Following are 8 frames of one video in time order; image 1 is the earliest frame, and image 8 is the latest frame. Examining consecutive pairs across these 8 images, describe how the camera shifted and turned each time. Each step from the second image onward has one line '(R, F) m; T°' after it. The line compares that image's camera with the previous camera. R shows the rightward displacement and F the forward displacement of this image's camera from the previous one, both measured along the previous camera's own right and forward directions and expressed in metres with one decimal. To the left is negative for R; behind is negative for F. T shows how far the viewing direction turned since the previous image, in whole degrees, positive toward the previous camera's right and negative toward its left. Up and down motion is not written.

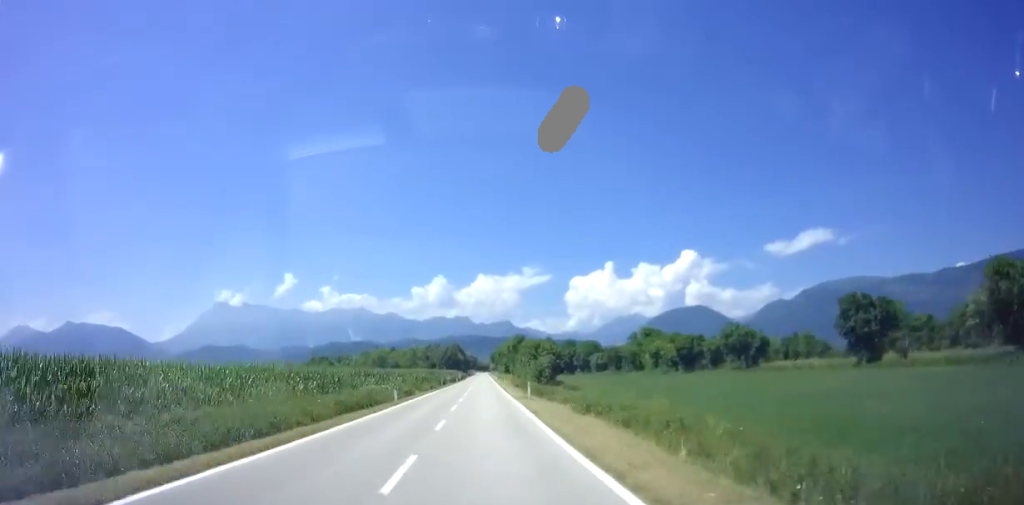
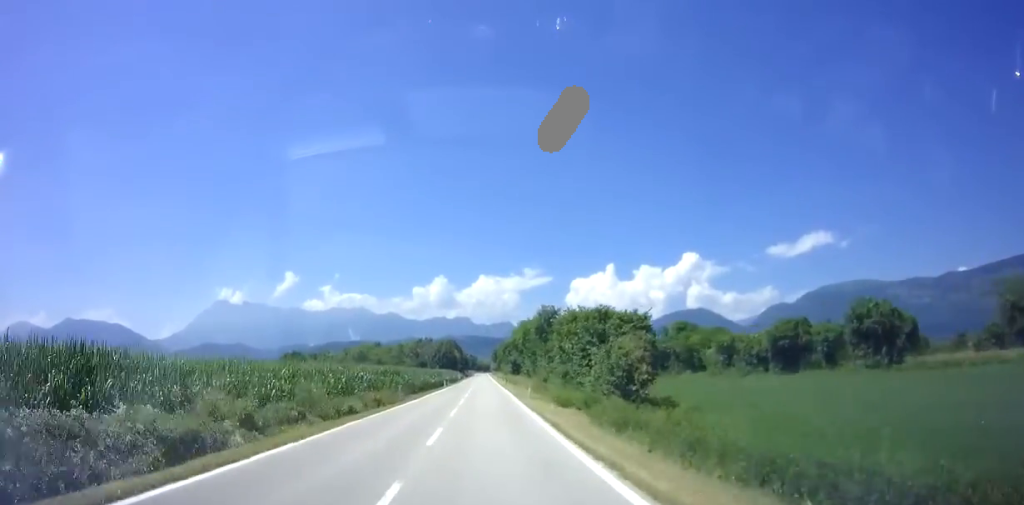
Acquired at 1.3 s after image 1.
(+0.1, +31.9) m; 0°
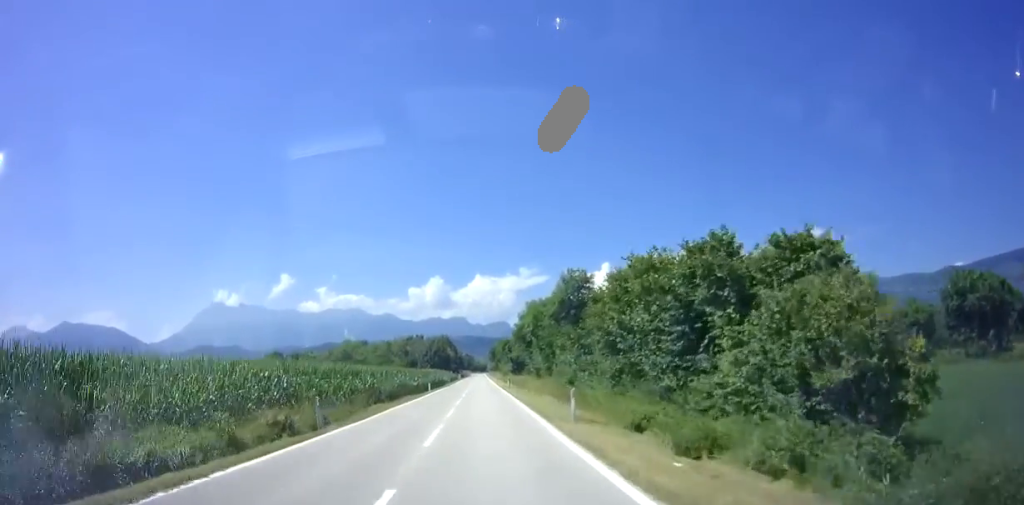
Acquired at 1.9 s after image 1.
(-0.1, +14.7) m; 0°
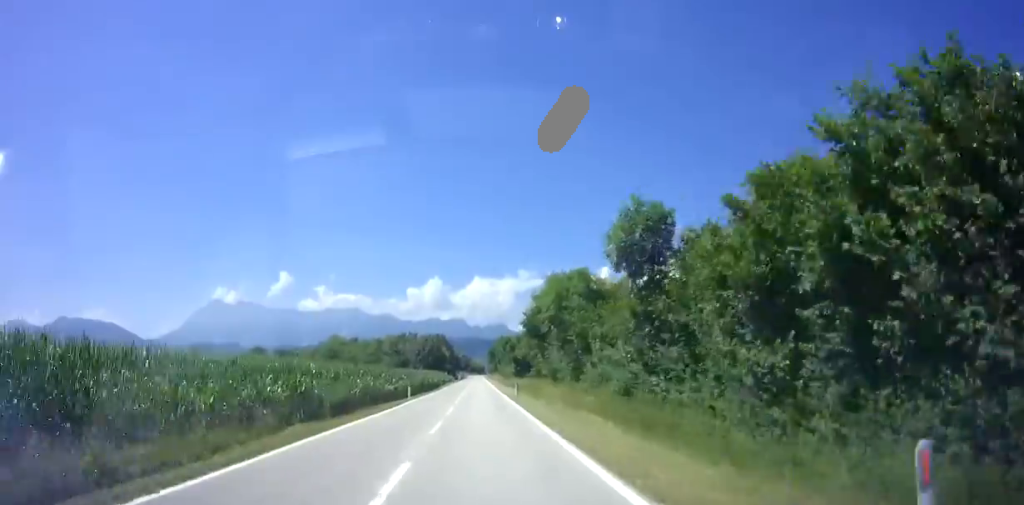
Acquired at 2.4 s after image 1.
(+0.2, +13.1) m; 0°
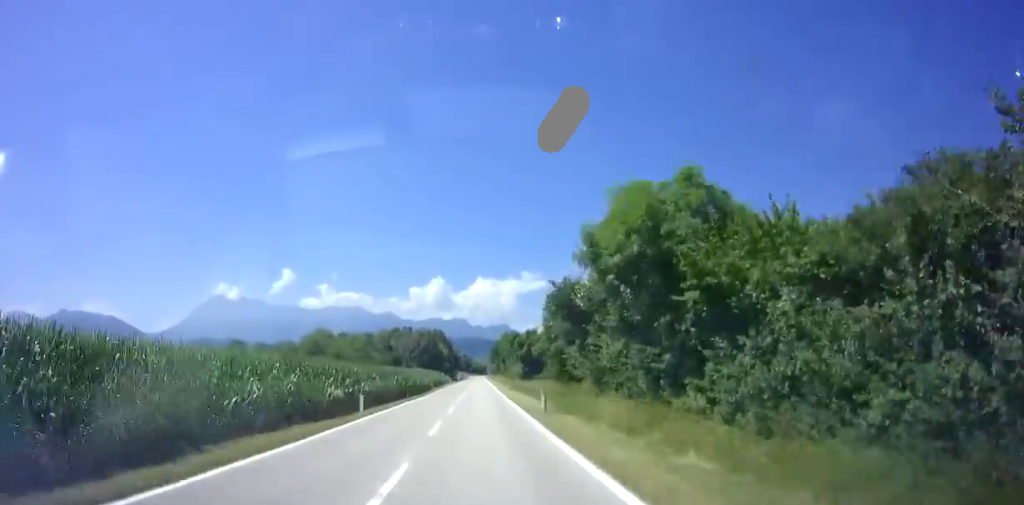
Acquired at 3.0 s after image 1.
(0.0, +14.7) m; 0°
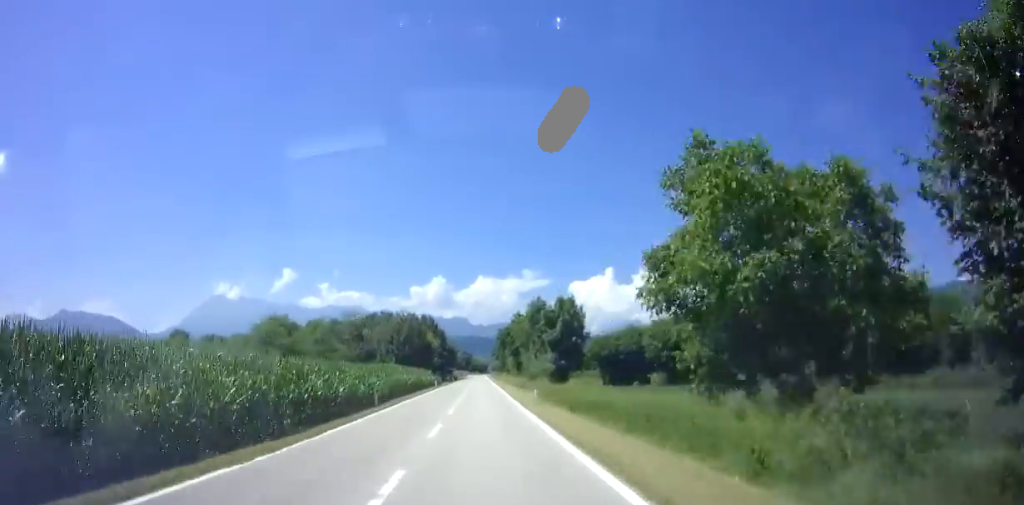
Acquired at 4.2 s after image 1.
(-0.1, +29.4) m; 0°
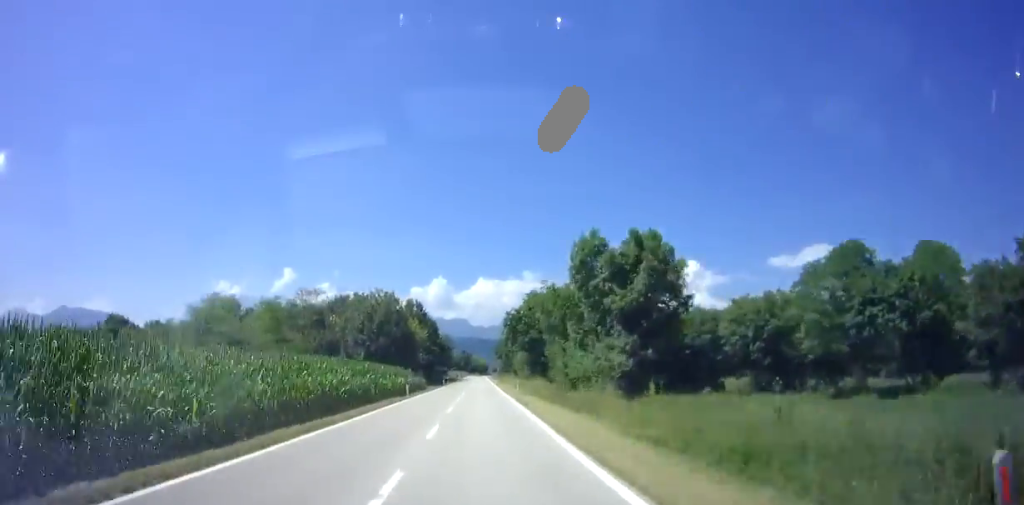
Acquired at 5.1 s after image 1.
(+0.1, +21.8) m; 0°
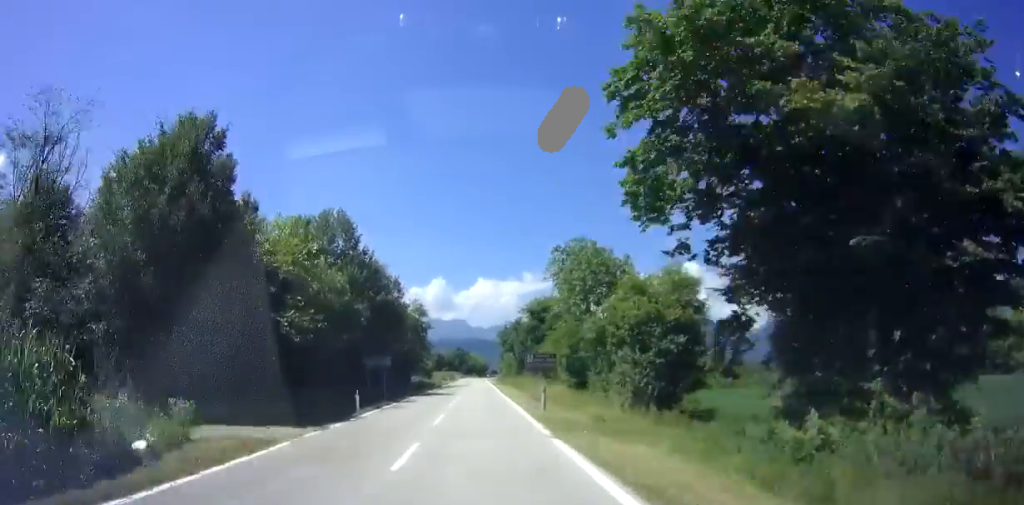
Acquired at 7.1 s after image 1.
(-0.6, +47.2) m; 0°
